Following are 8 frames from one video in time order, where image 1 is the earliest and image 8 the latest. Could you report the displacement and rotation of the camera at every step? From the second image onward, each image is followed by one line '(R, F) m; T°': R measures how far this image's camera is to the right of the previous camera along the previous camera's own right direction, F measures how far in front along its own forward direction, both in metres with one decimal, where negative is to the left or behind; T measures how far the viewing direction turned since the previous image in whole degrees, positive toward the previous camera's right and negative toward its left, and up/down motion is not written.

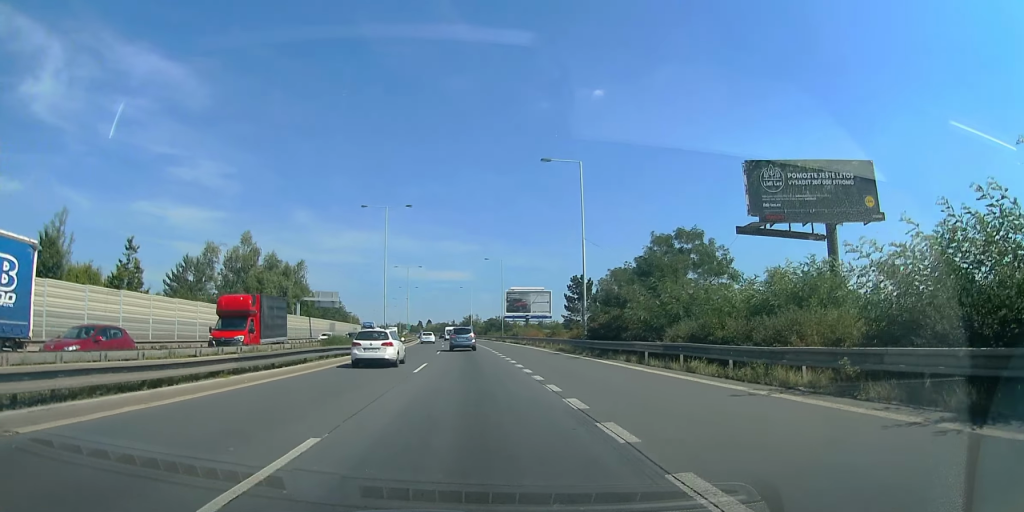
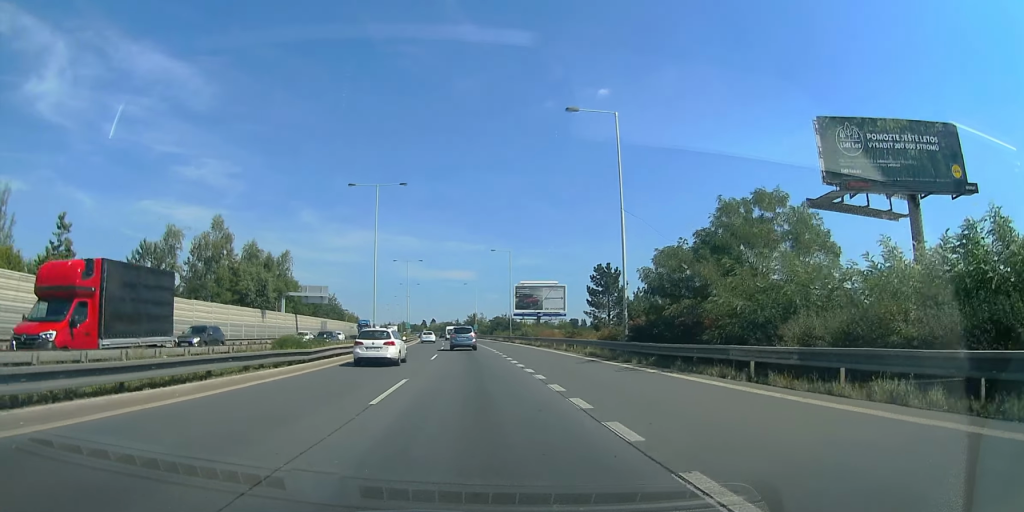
(0.0, +9.1) m; 0°
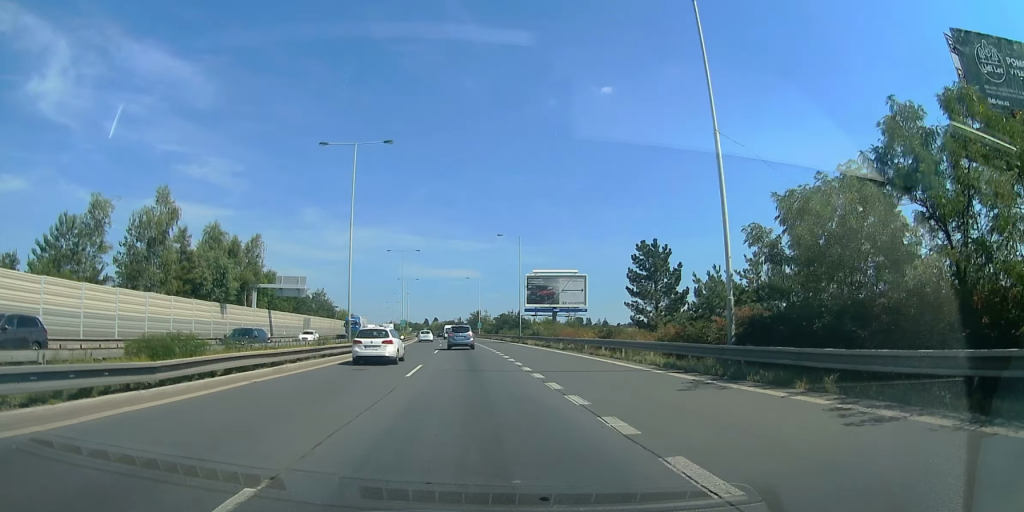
(0.0, +11.9) m; 0°
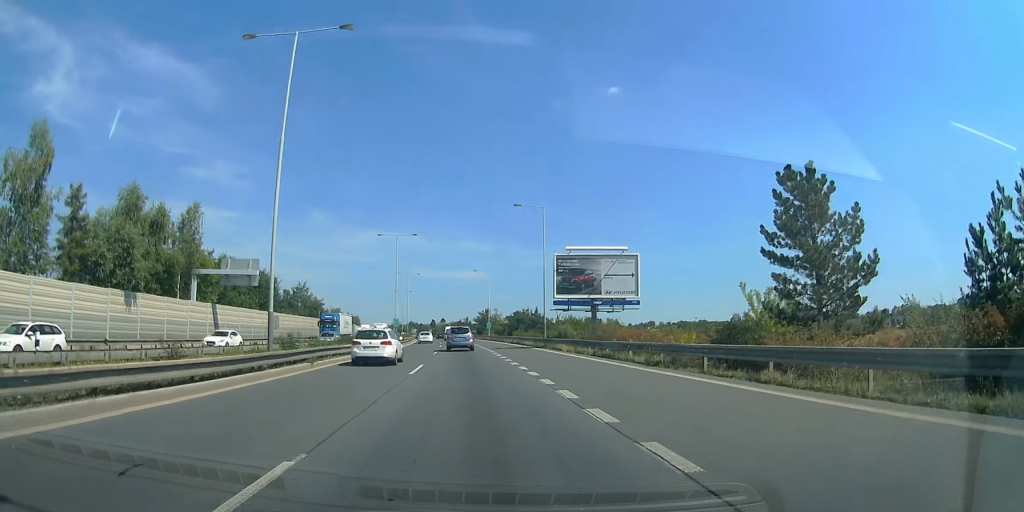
(0.0, +17.4) m; 0°
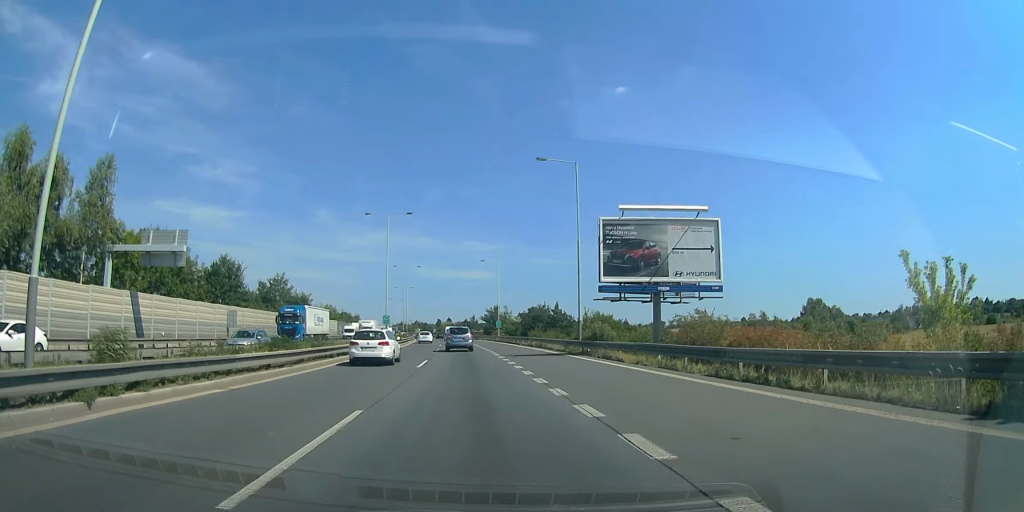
(0.0, +14.7) m; 0°
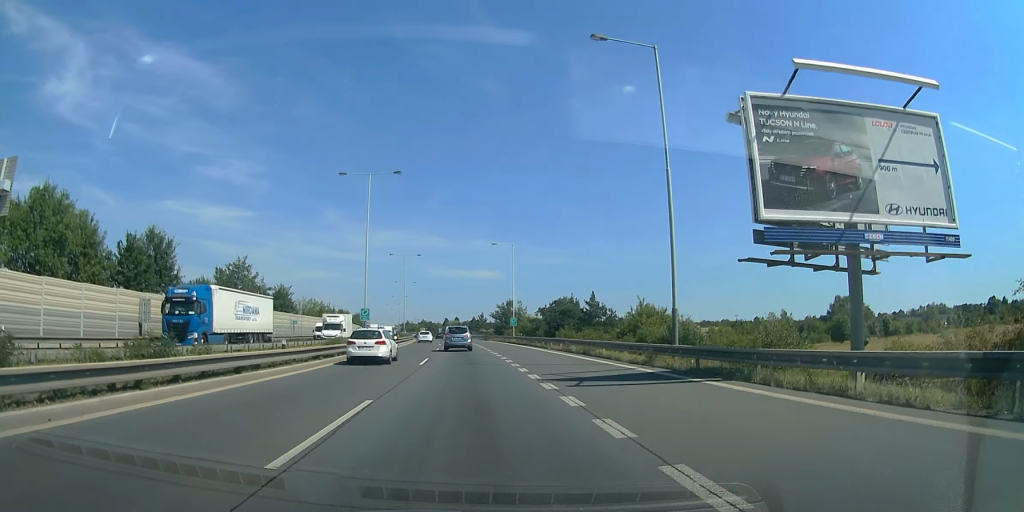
(0.0, +17.3) m; 0°
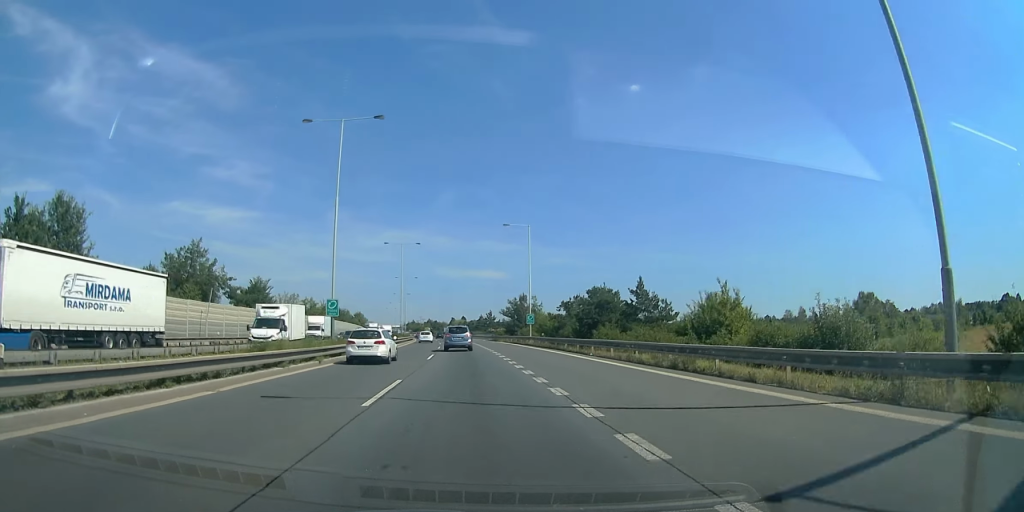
(0.0, +13.8) m; -1°
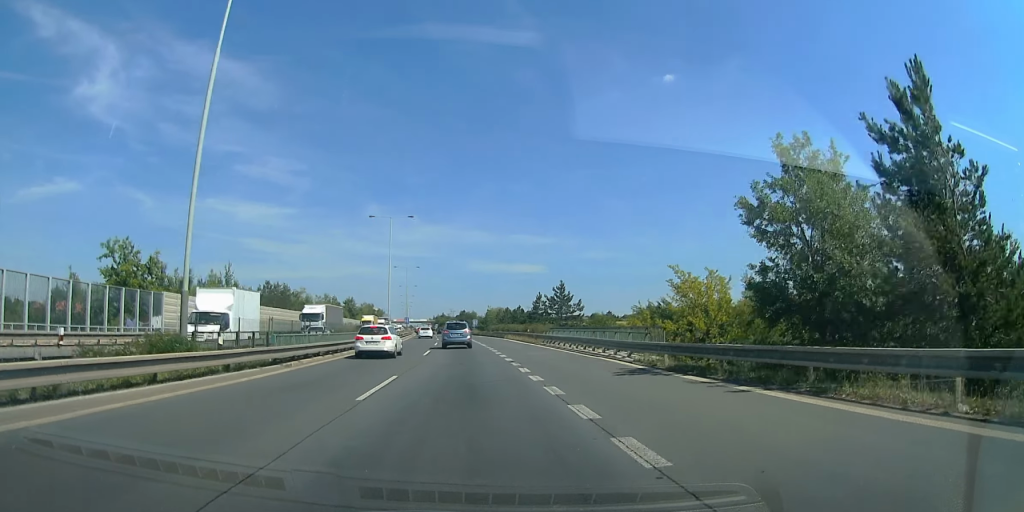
(-6.0, +81.7) m; -5°
